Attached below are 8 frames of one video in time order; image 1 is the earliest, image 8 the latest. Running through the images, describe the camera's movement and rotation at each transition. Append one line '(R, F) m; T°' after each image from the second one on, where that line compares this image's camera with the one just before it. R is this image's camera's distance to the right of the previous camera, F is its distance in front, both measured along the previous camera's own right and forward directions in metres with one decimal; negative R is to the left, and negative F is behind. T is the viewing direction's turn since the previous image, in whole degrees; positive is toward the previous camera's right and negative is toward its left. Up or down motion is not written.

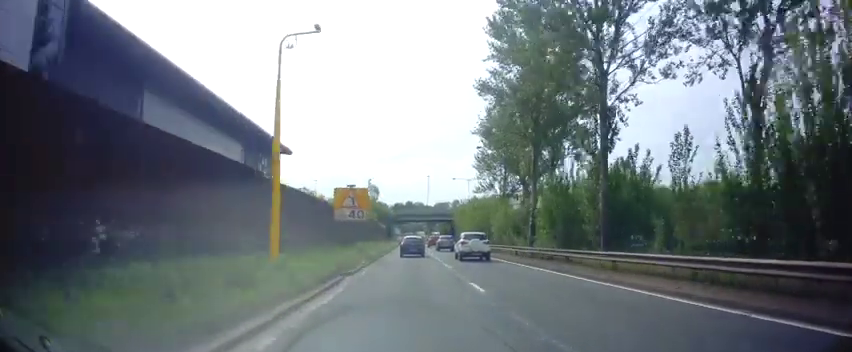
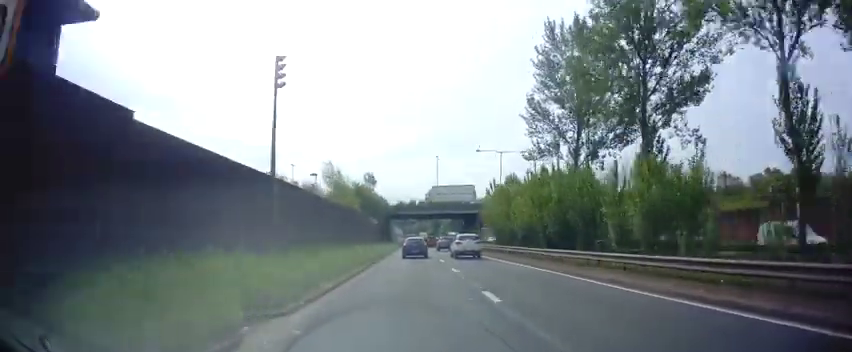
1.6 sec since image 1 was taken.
(-0.3, +28.9) m; -2°
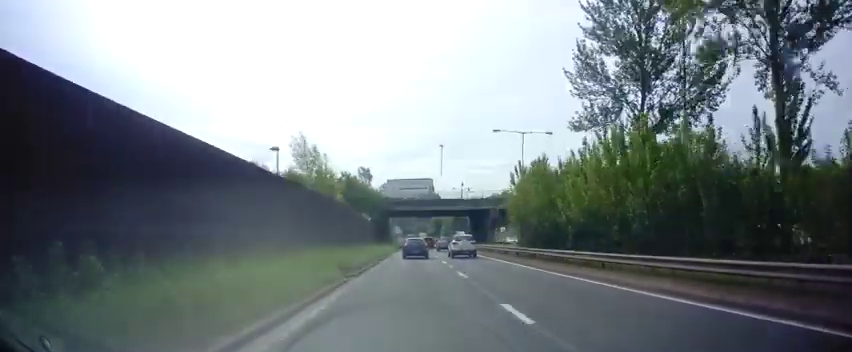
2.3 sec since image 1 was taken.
(-0.2, +11.6) m; 0°
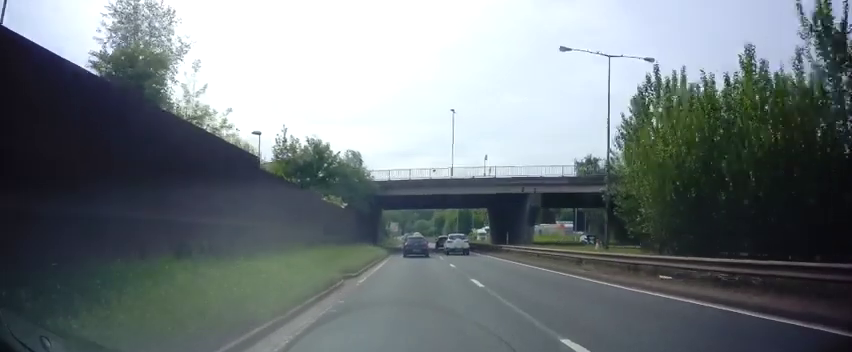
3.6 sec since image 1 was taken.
(+0.2, +21.6) m; +1°
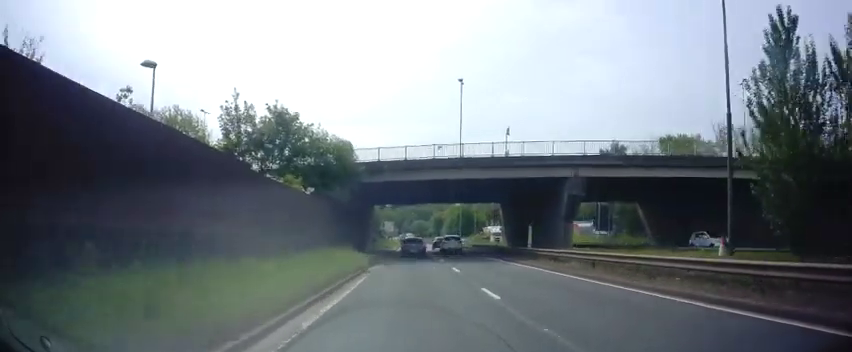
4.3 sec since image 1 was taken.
(0.0, +11.6) m; 0°
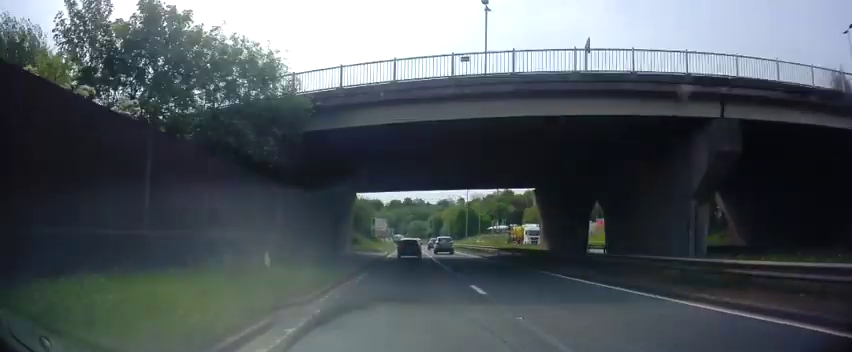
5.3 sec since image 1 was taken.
(-0.1, +16.7) m; 0°
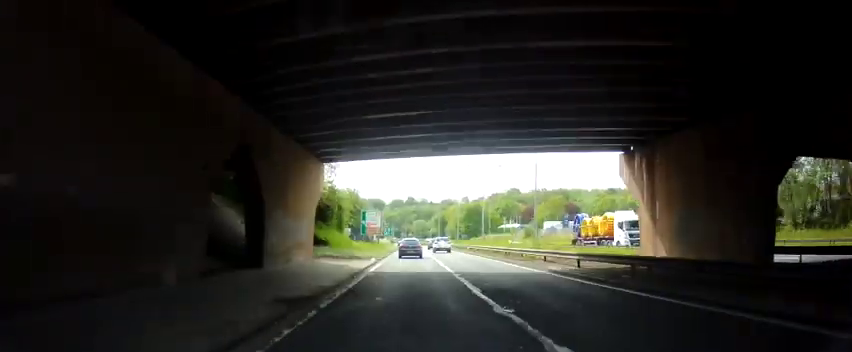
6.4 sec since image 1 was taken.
(+0.1, +17.5) m; +3°
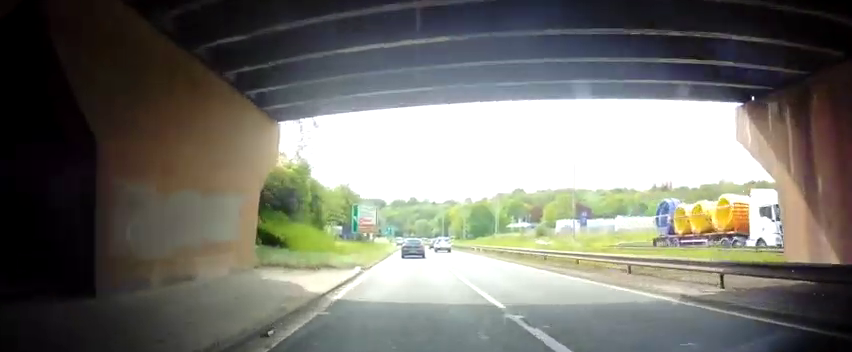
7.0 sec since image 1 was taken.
(+0.3, +10.0) m; 0°
